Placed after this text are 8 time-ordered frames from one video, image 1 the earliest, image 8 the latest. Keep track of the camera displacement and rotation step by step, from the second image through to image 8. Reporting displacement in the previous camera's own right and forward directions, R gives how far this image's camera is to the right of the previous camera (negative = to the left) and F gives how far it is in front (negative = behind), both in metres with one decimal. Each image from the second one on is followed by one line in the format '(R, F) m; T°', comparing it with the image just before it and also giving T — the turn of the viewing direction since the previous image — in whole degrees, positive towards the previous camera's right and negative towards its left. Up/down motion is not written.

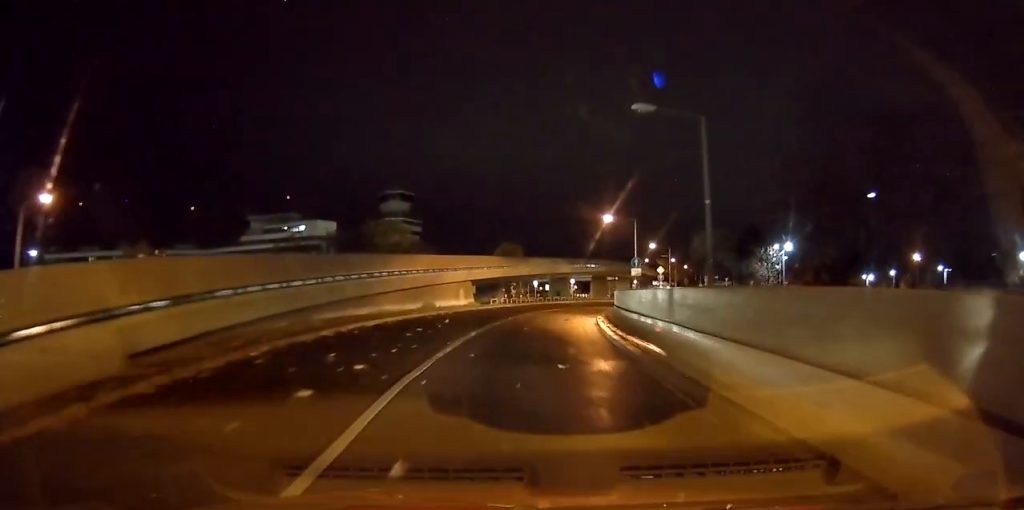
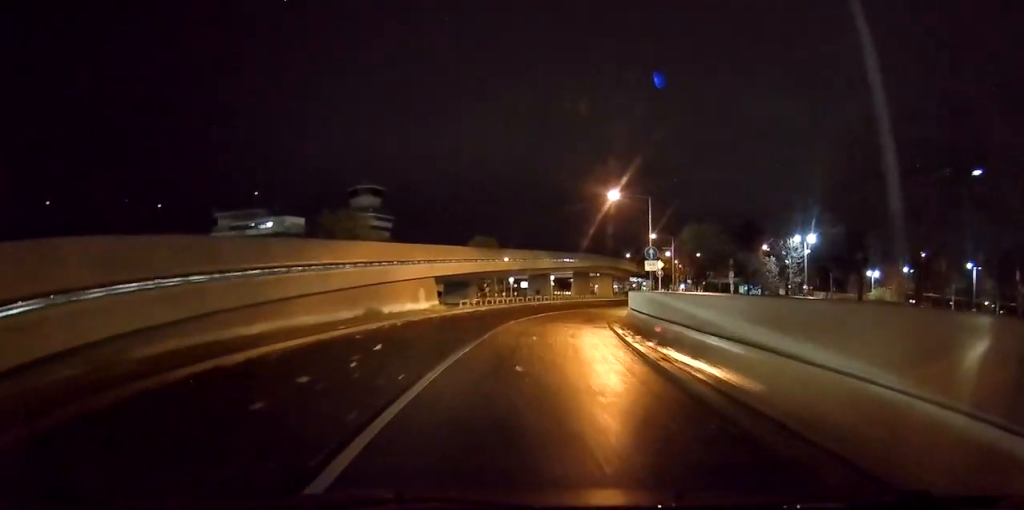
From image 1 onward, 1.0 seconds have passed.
(-0.1, +12.5) m; +2°
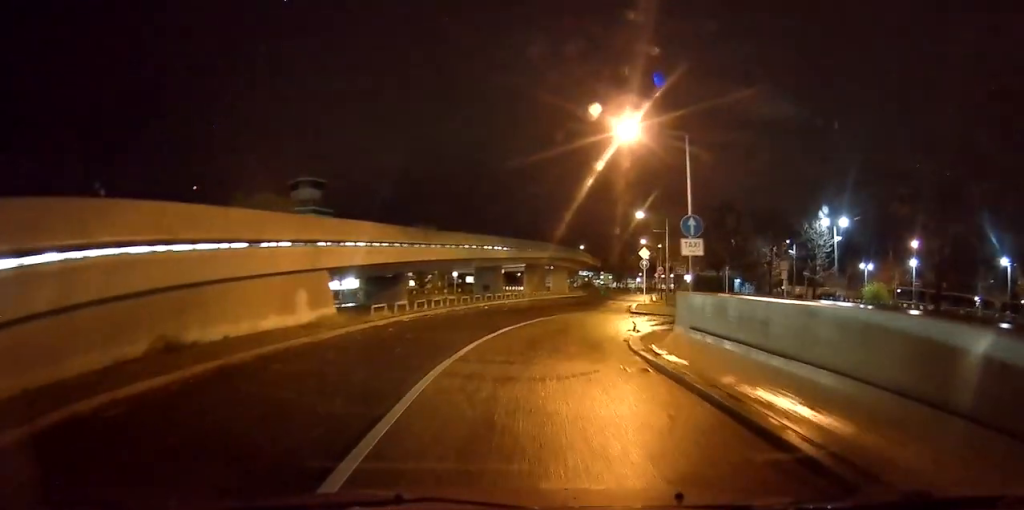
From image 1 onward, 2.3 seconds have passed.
(+0.9, +14.2) m; +6°
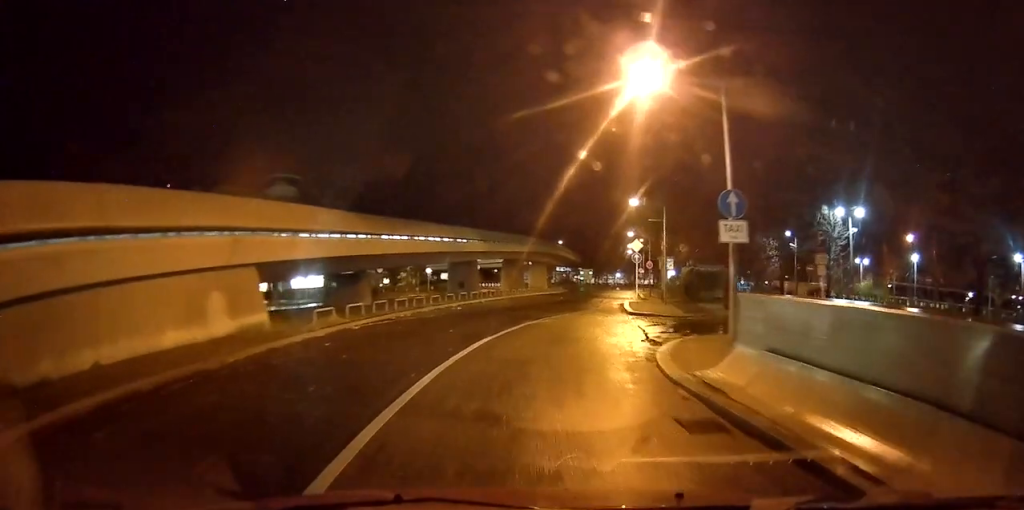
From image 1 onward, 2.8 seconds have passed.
(+0.2, +5.7) m; +2°
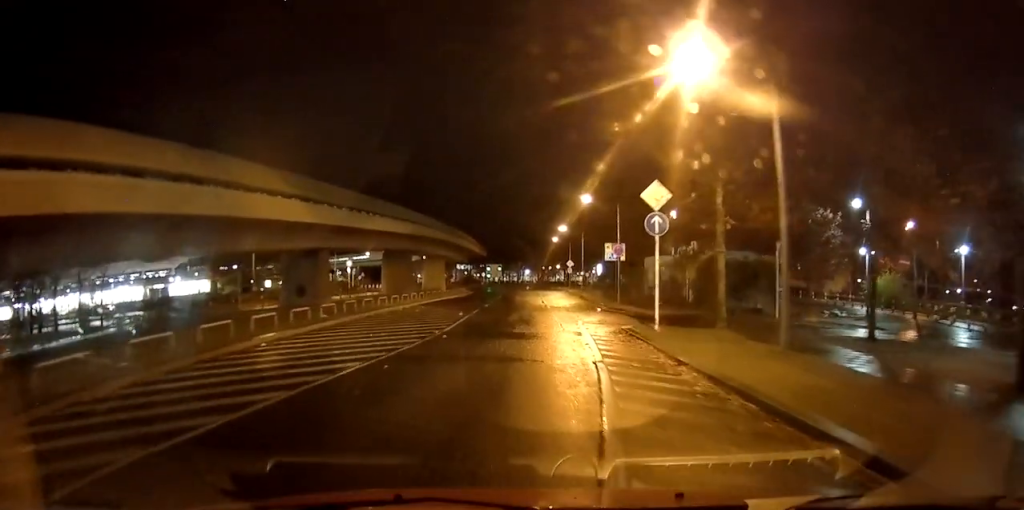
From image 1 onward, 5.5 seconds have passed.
(+2.0, +28.0) m; +10°
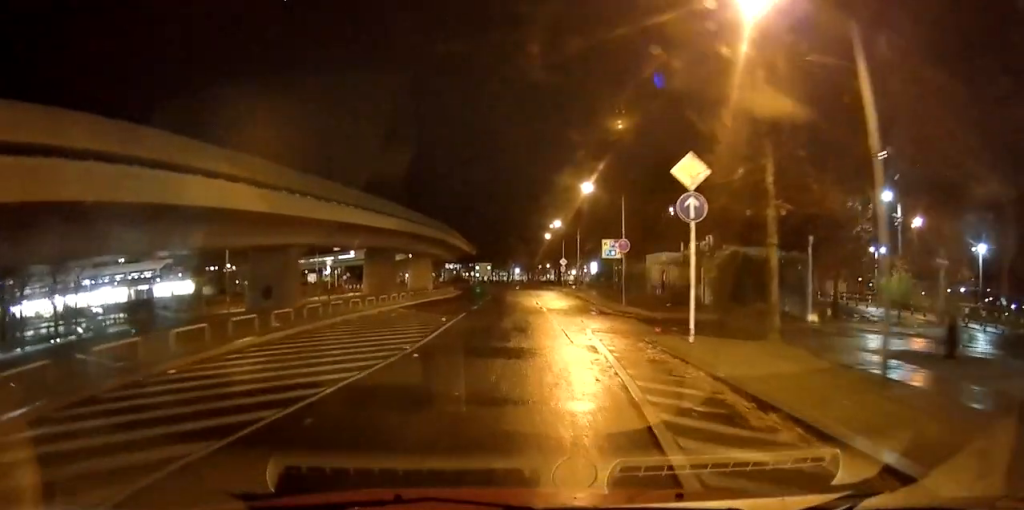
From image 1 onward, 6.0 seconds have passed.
(0.0, +4.3) m; +2°
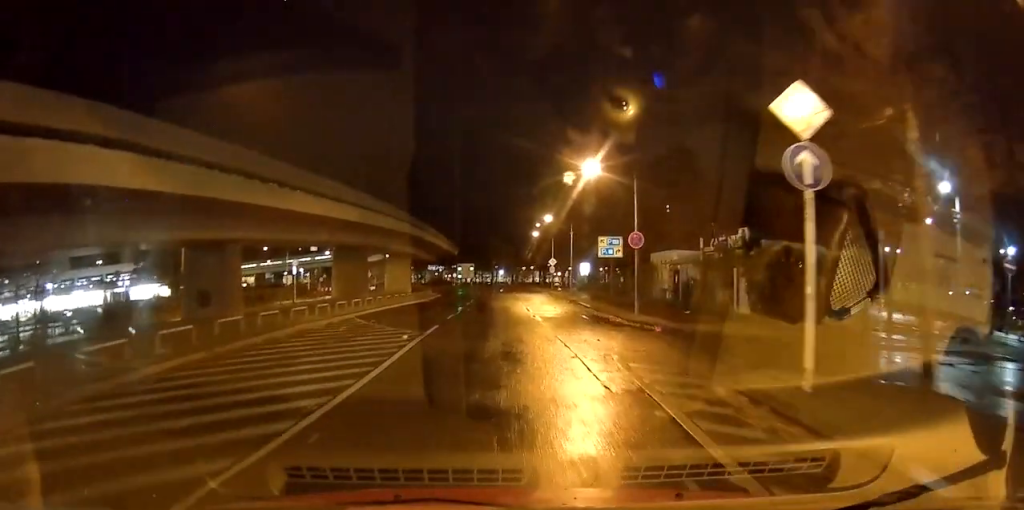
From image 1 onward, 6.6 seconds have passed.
(+0.2, +5.8) m; +3°
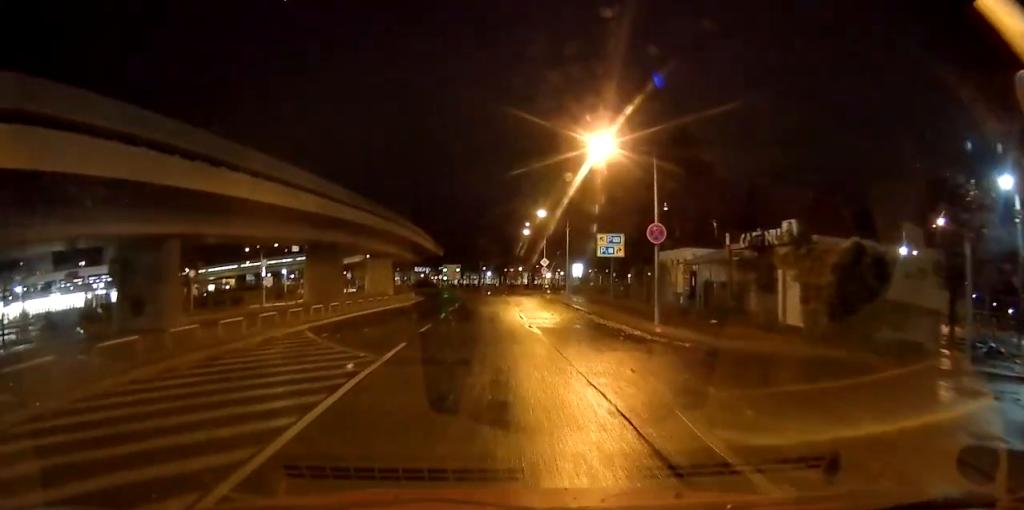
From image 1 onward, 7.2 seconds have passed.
(+0.1, +4.9) m; +1°
